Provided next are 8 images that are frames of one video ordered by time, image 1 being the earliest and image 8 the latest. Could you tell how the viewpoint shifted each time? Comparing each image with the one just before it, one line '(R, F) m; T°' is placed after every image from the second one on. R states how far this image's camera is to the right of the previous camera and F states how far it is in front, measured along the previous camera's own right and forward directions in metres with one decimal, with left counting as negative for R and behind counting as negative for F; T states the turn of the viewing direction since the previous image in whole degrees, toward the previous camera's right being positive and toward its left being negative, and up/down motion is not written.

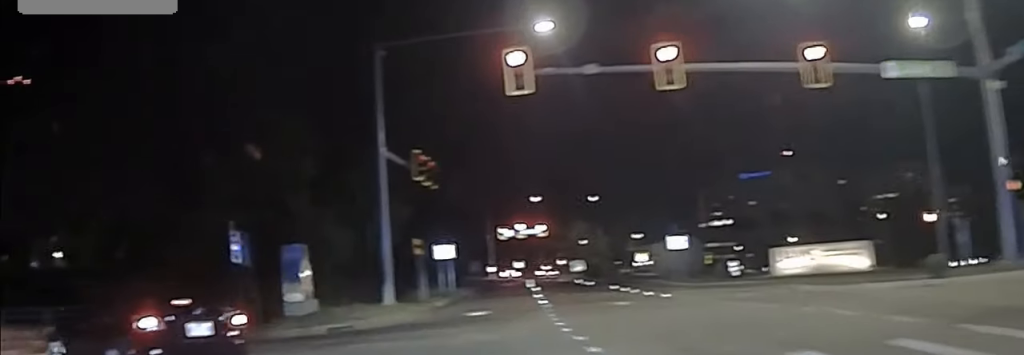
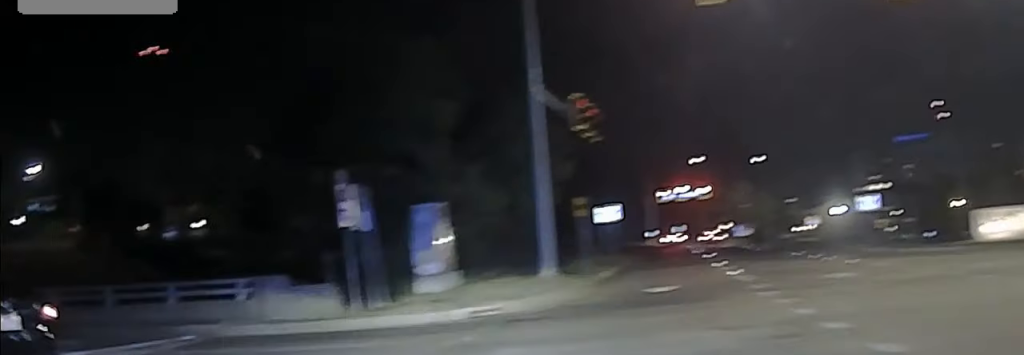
(-0.9, +5.8) m; -18°
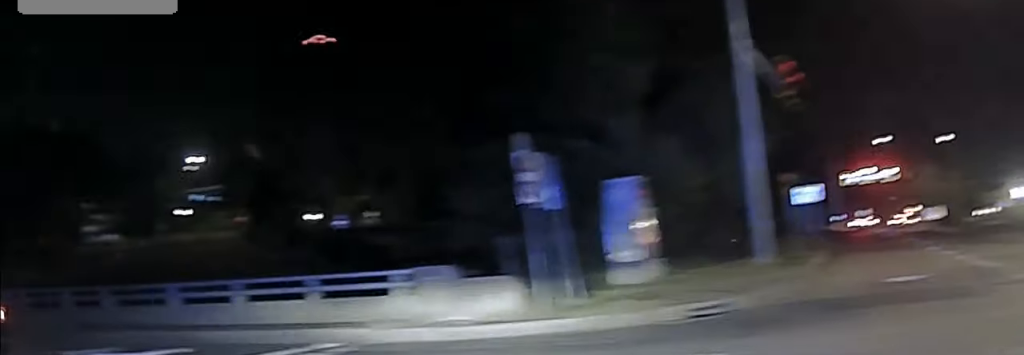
(-0.4, +4.1) m; -13°
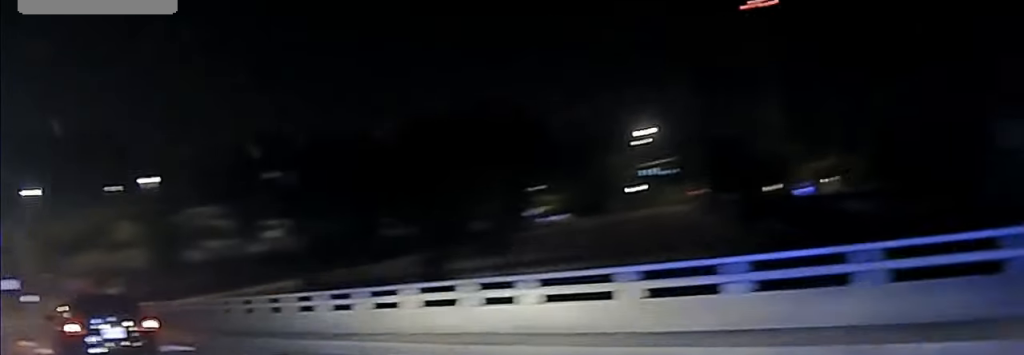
(-1.8, +8.0) m; -18°
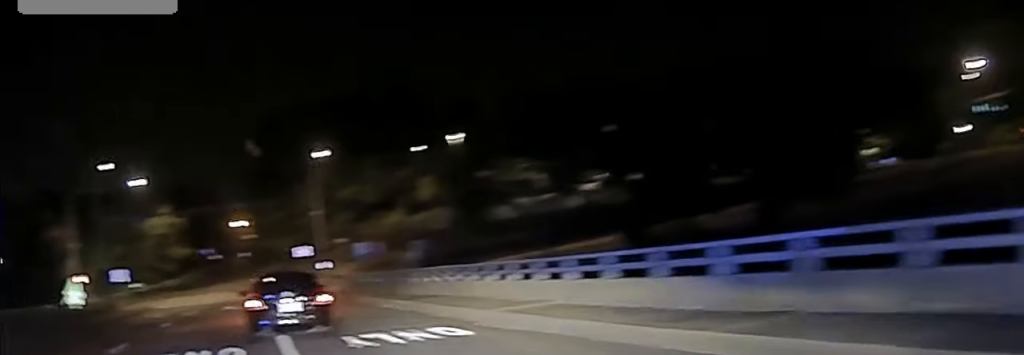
(-0.6, +7.2) m; -12°
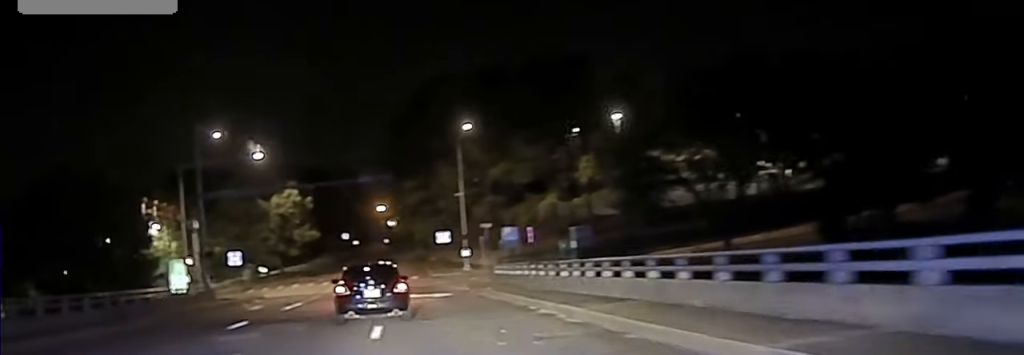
(-1.1, +10.7) m; -5°
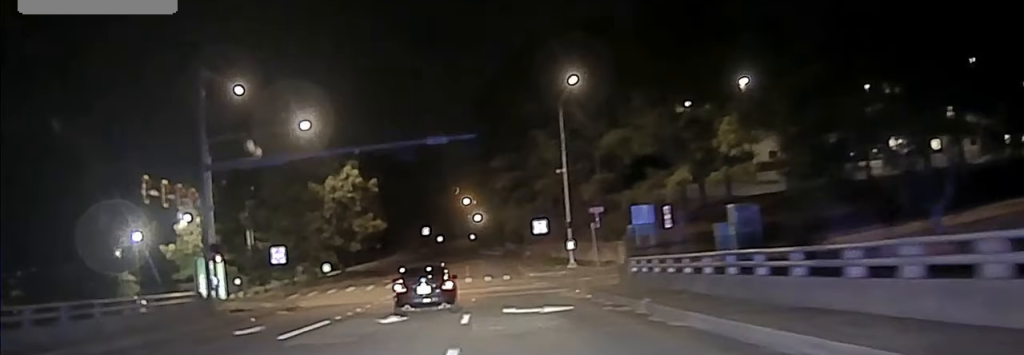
(-0.8, +16.8) m; -3°
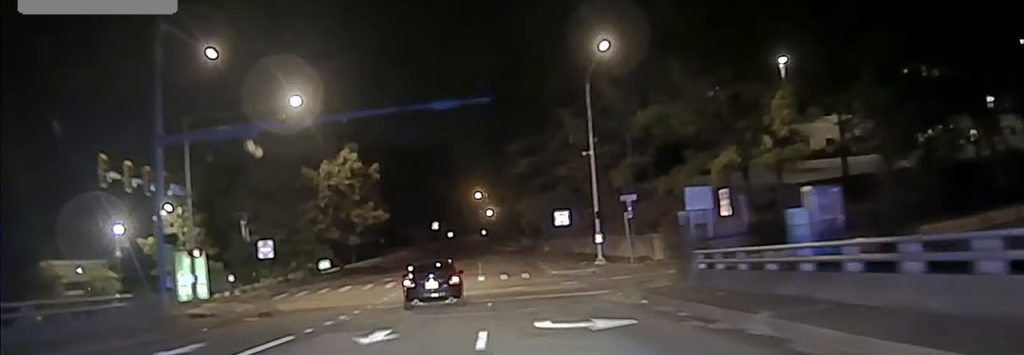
(0.0, +8.4) m; -1°
